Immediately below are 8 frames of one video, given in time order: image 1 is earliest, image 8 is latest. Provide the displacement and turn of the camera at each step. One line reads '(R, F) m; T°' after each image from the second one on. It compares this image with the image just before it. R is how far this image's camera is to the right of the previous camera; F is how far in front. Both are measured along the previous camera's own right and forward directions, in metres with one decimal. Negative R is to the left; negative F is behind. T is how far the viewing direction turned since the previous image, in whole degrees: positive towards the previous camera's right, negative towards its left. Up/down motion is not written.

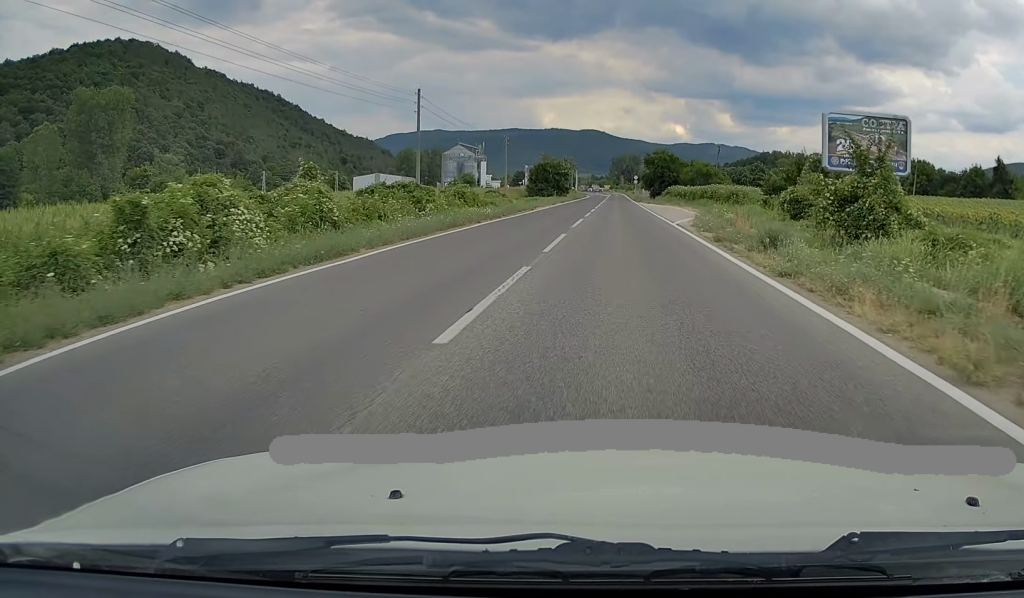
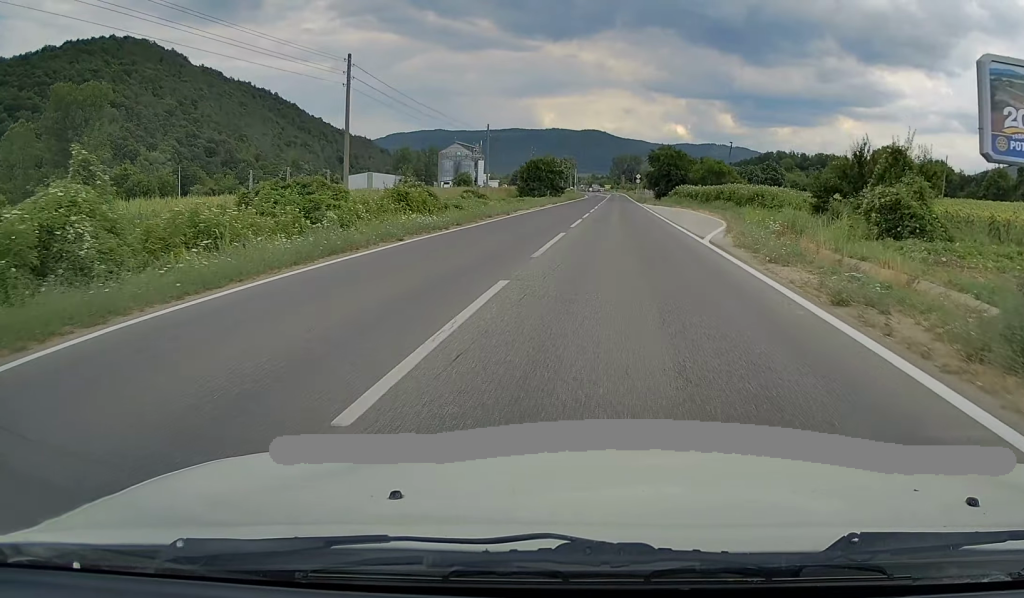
(0.0, +11.0) m; 0°
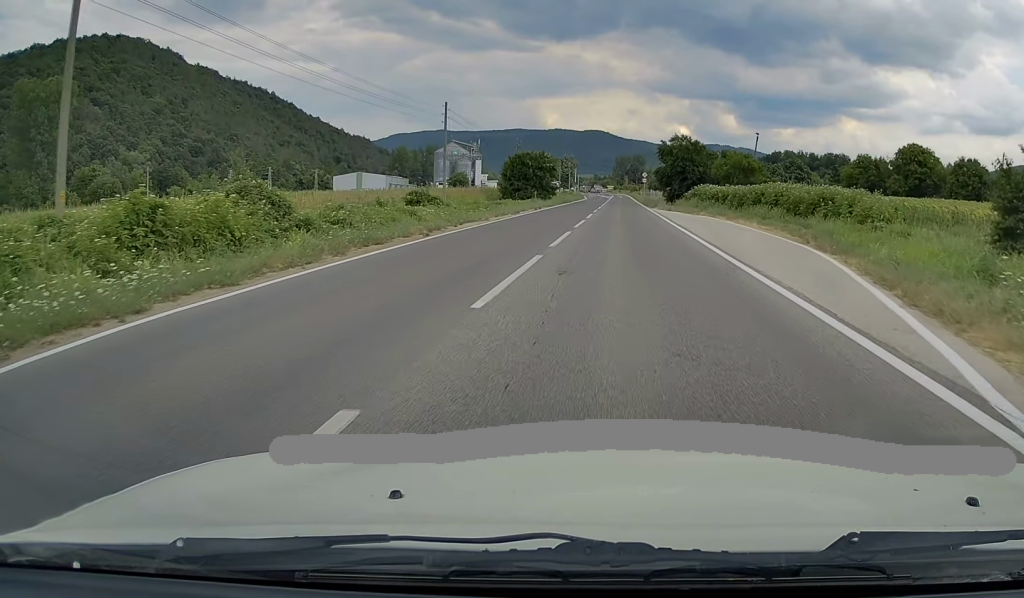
(0.0, +16.8) m; 0°
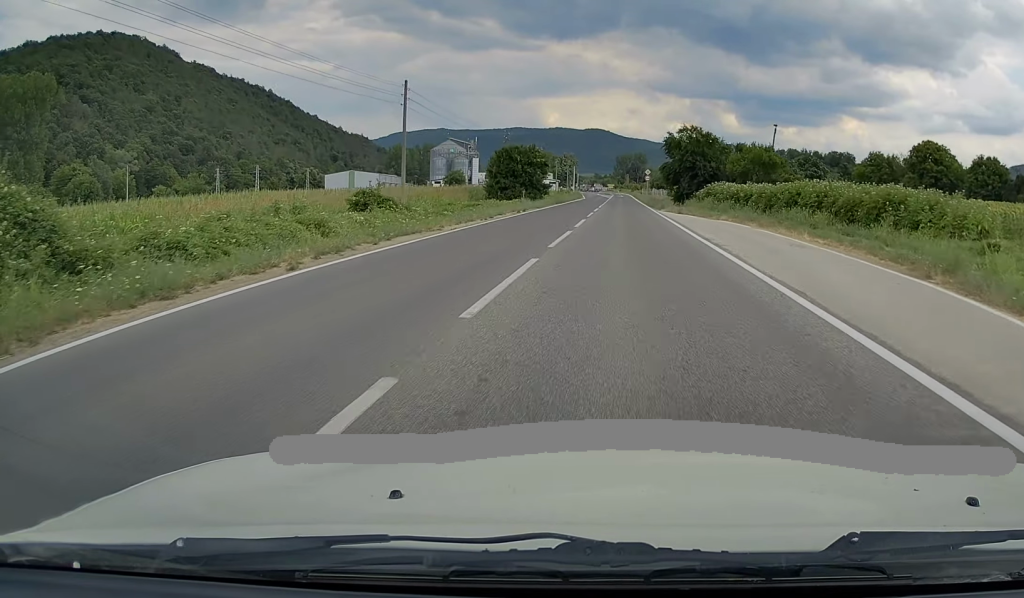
(-0.1, +9.3) m; 0°
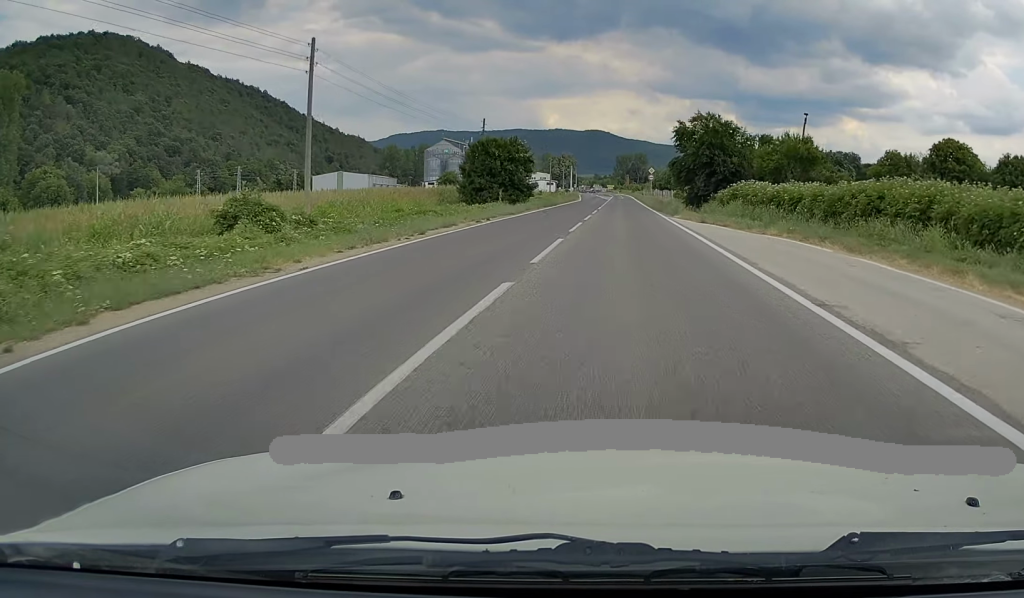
(+0.1, +12.2) m; 0°
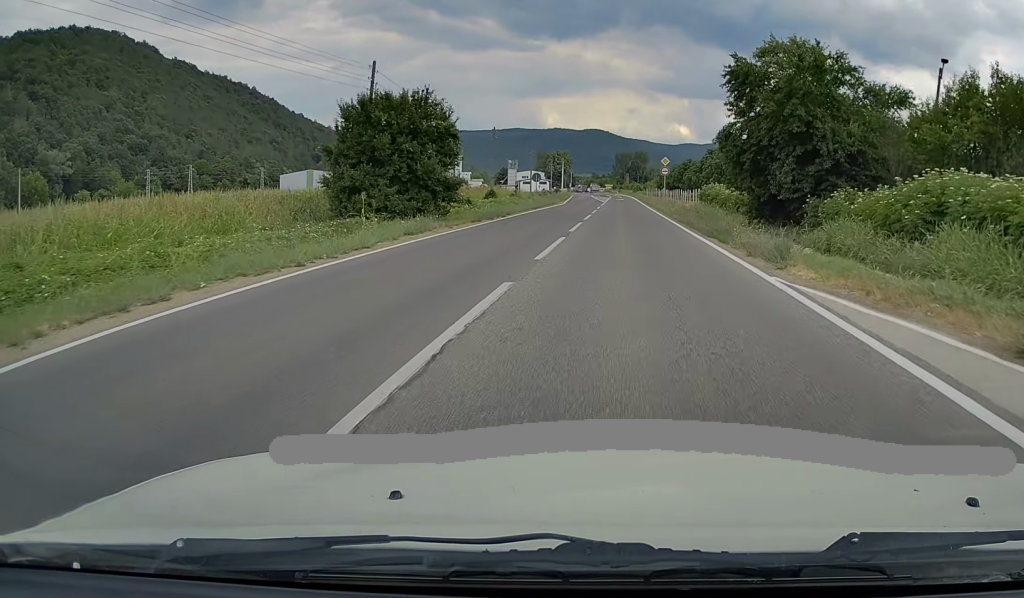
(0.0, +27.0) m; +1°
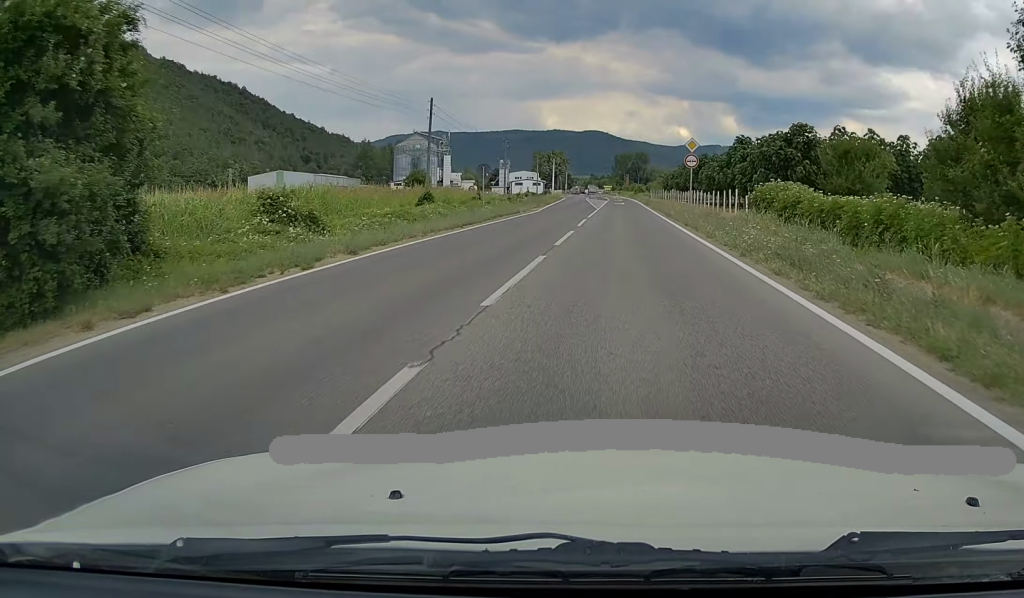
(0.0, +22.9) m; -1°
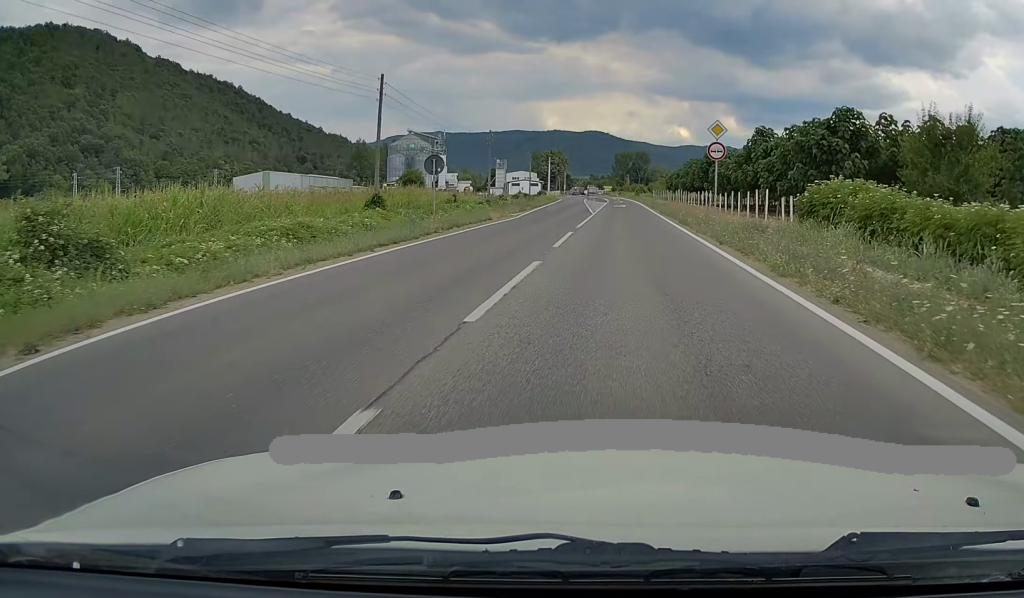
(-0.1, +9.8) m; 0°
